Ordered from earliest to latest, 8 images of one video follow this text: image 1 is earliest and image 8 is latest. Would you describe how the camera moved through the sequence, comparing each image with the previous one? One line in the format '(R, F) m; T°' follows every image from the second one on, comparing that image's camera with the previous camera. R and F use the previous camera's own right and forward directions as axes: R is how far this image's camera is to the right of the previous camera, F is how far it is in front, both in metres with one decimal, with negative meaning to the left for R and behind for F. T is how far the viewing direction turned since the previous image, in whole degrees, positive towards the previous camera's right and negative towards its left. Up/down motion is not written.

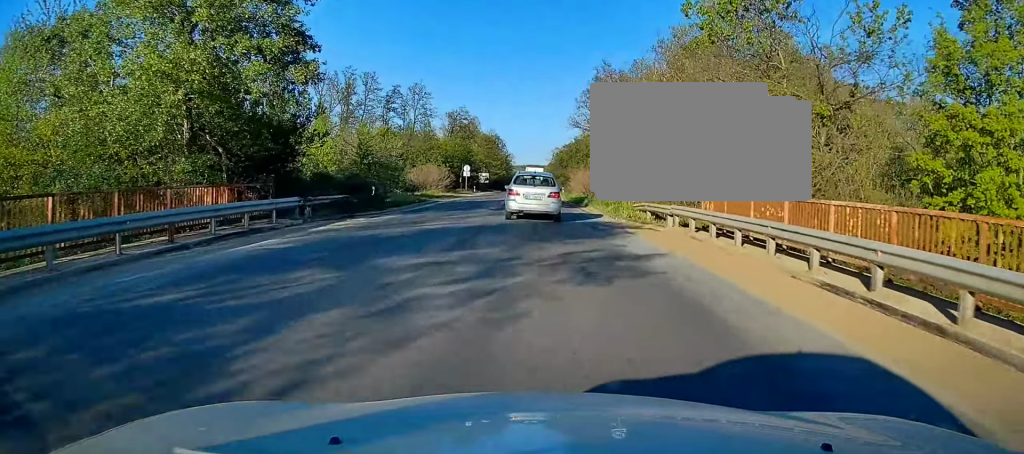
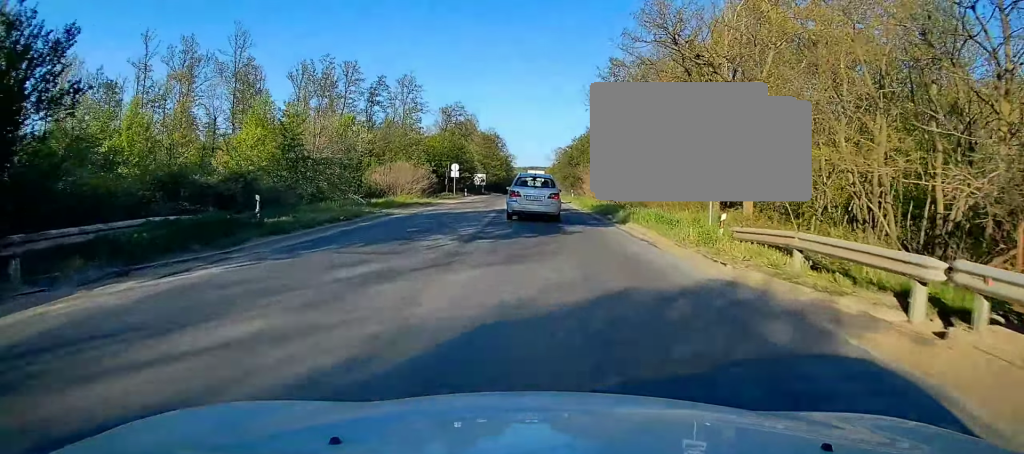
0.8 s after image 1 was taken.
(0.0, +13.5) m; 0°
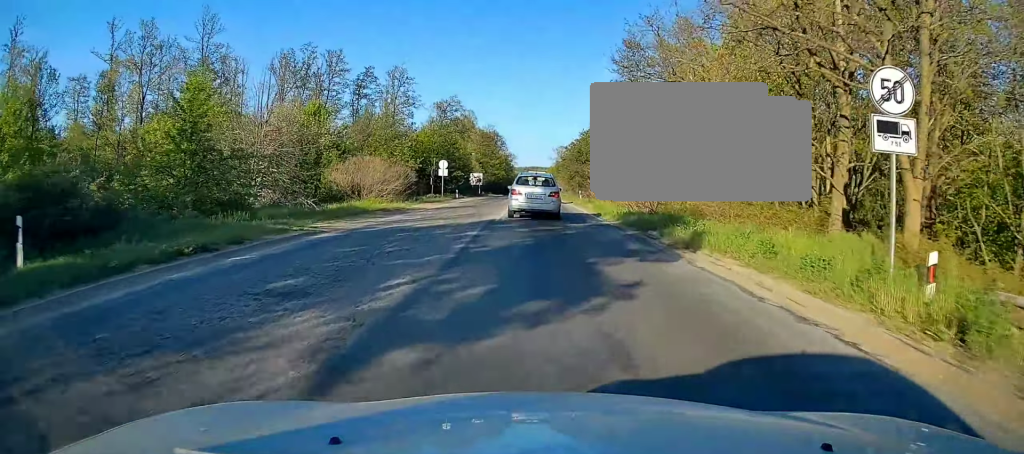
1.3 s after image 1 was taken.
(0.0, +9.1) m; 0°
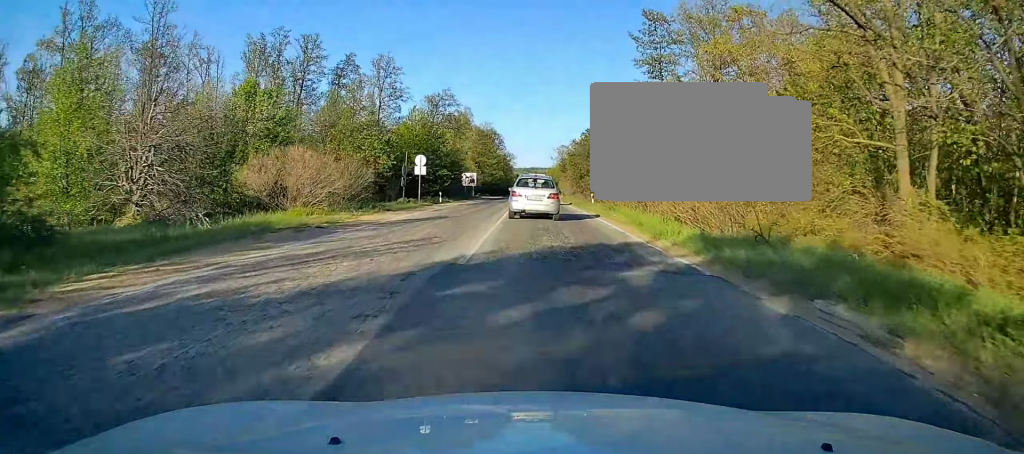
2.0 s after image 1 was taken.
(0.0, +10.9) m; -1°
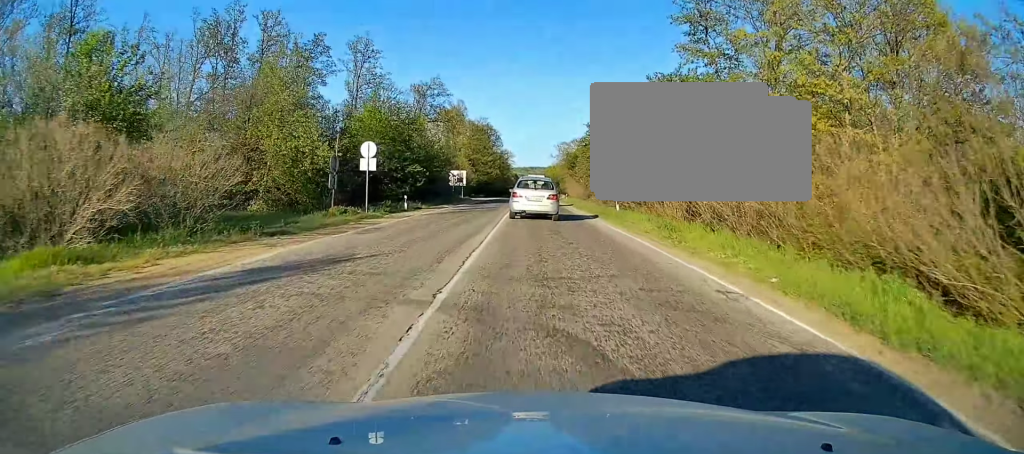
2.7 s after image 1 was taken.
(-0.1, +13.2) m; 0°
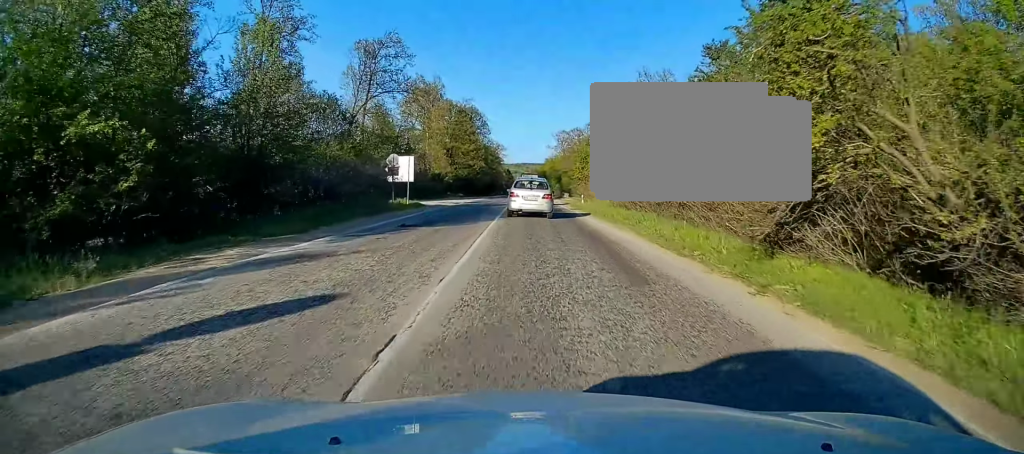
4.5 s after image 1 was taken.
(+0.2, +30.9) m; 0°
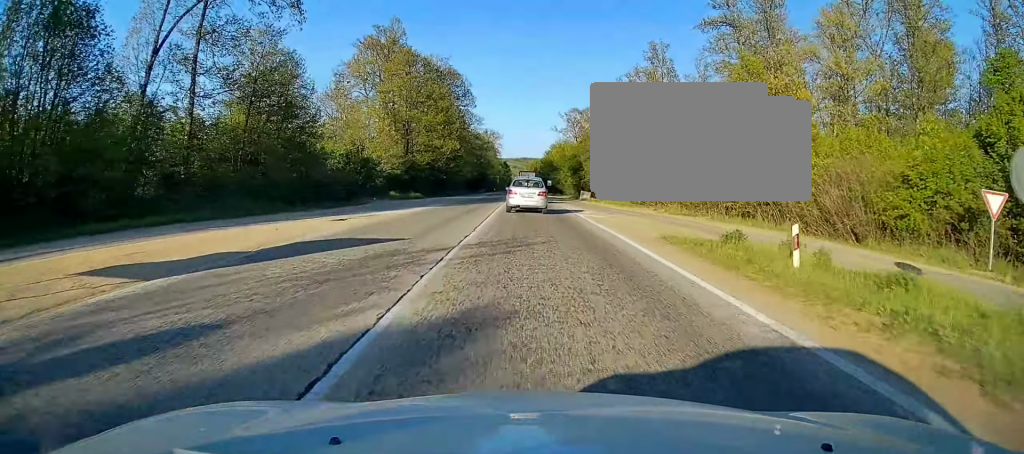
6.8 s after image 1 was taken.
(-0.8, +40.8) m; 0°
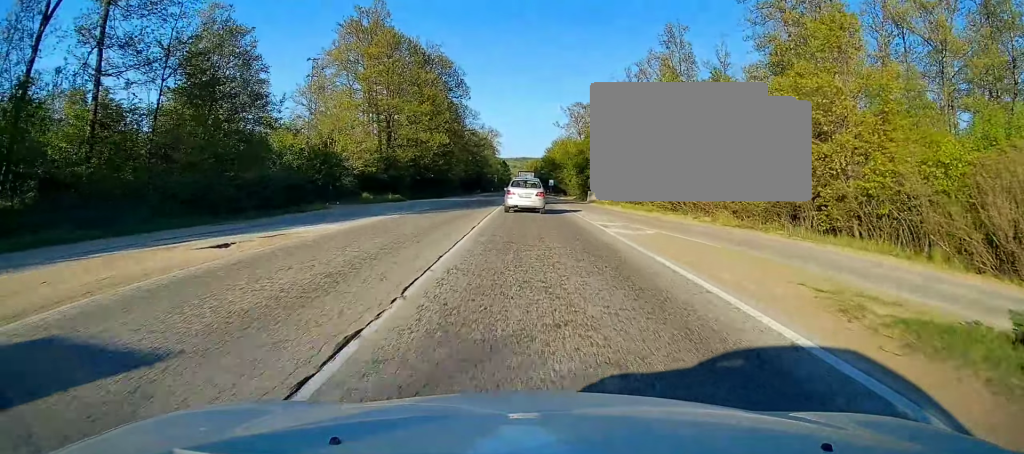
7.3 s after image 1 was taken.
(0.0, +9.5) m; +1°
